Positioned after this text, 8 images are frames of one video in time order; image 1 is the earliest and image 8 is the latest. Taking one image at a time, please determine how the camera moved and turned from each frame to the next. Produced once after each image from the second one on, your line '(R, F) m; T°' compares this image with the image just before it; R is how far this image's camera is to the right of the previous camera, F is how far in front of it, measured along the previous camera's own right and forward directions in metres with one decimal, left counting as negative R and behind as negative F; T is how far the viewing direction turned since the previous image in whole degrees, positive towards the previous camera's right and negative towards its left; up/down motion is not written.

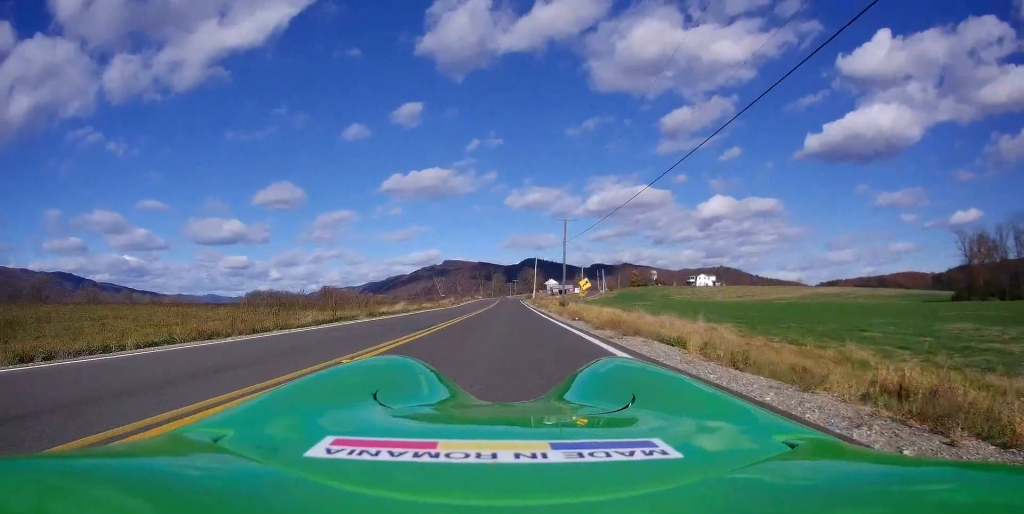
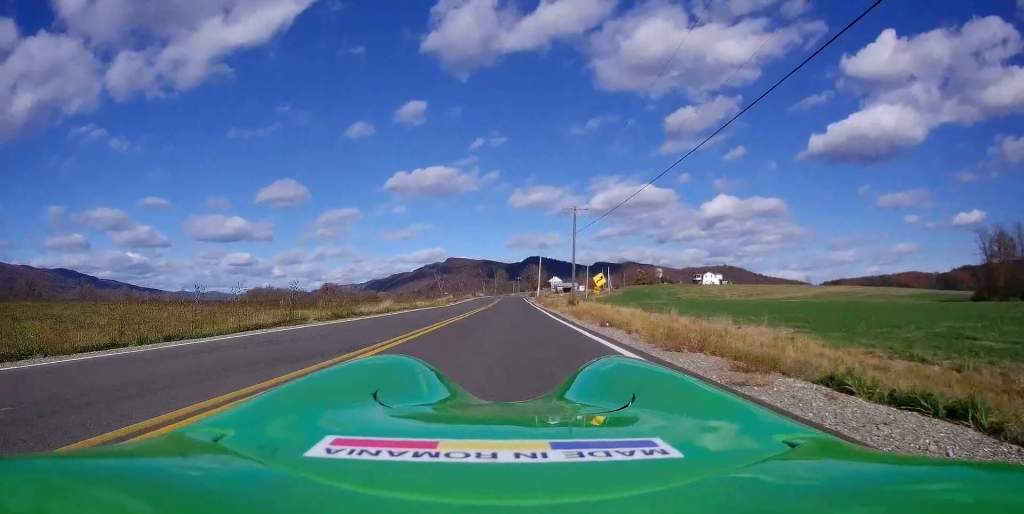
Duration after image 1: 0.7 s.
(0.0, +6.4) m; 0°
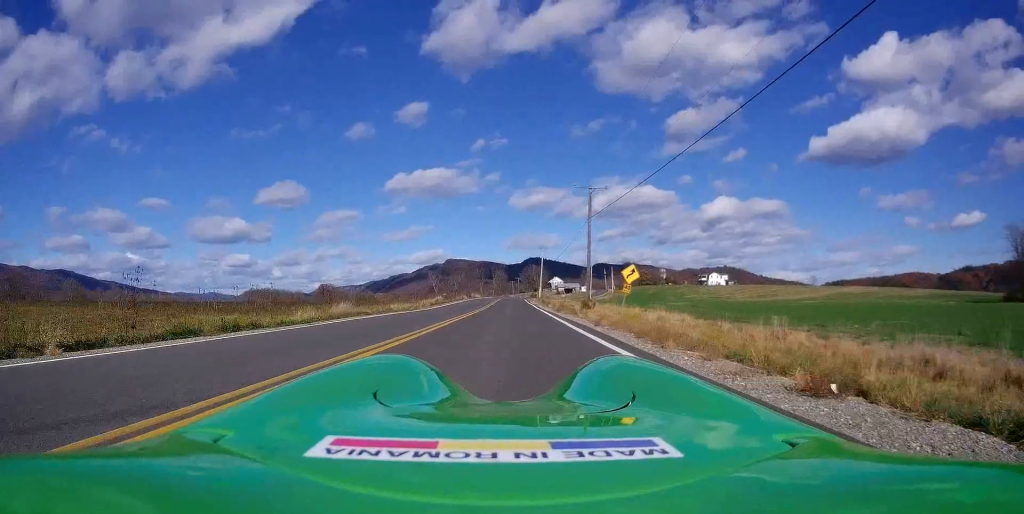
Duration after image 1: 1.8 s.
(0.0, +11.0) m; 0°
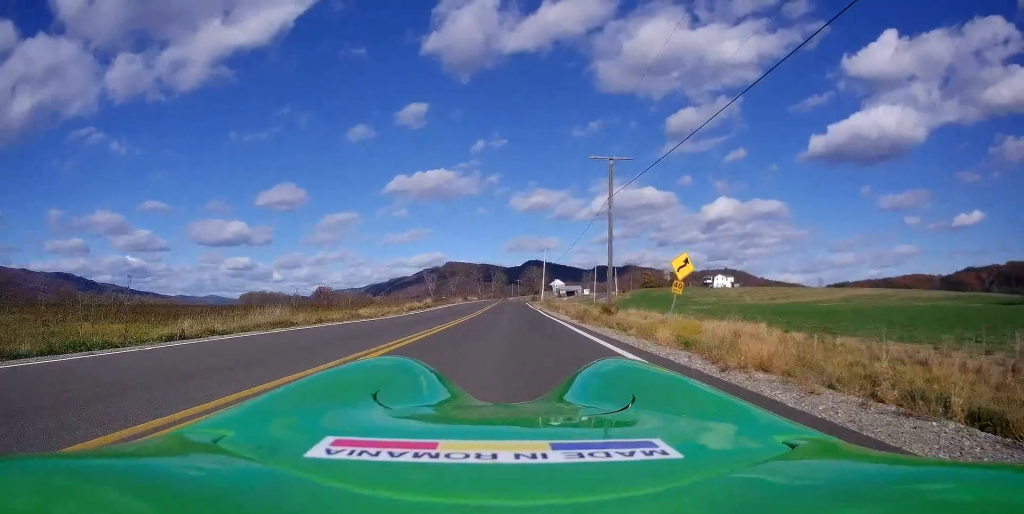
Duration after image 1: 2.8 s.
(0.0, +9.3) m; -1°
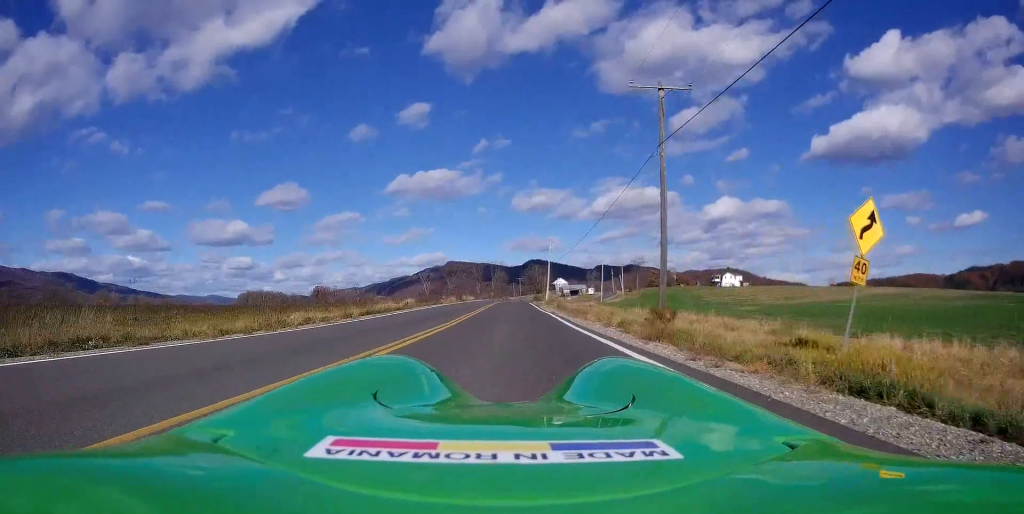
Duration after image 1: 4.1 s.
(-0.2, +11.4) m; +2°
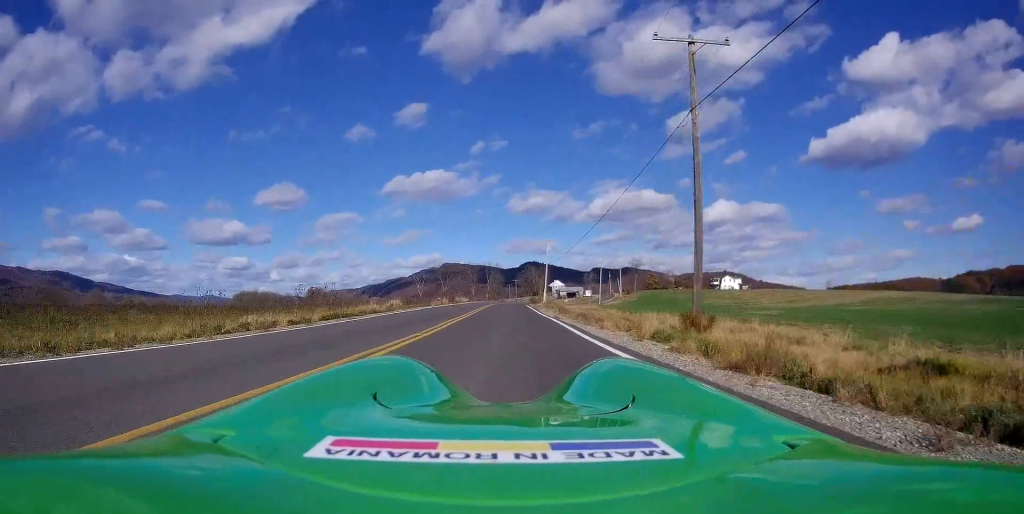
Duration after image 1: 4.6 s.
(+0.2, +4.5) m; +1°
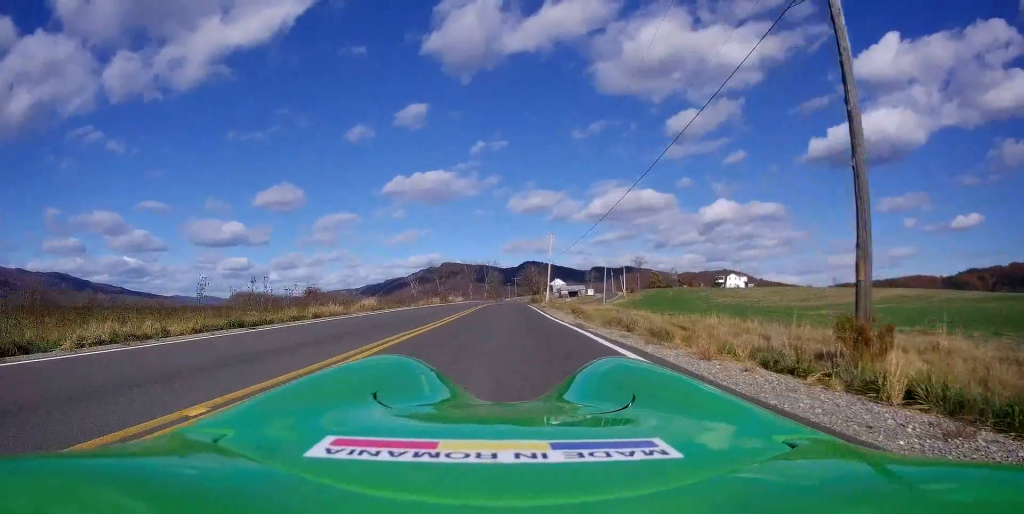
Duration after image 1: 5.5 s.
(+0.2, +8.7) m; -1°
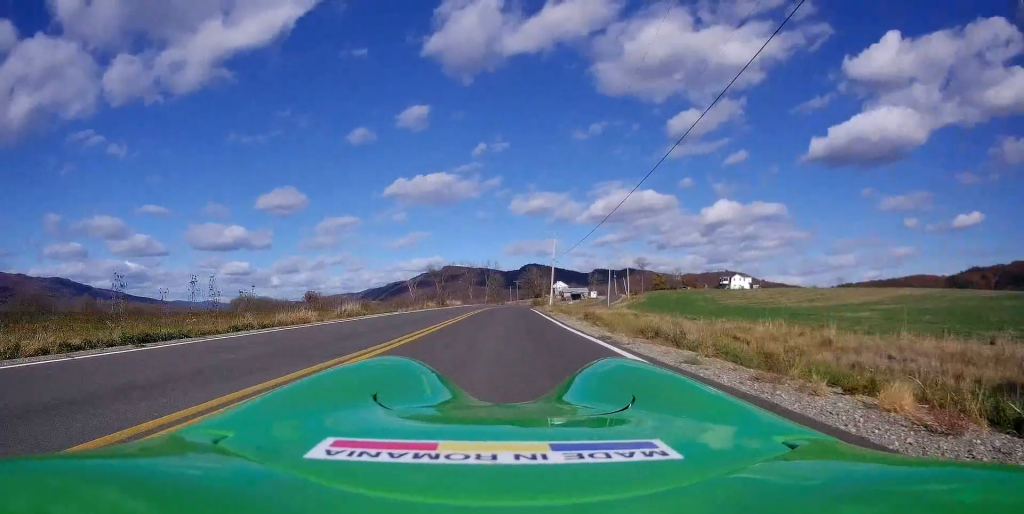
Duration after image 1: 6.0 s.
(-0.1, +4.5) m; -2°
